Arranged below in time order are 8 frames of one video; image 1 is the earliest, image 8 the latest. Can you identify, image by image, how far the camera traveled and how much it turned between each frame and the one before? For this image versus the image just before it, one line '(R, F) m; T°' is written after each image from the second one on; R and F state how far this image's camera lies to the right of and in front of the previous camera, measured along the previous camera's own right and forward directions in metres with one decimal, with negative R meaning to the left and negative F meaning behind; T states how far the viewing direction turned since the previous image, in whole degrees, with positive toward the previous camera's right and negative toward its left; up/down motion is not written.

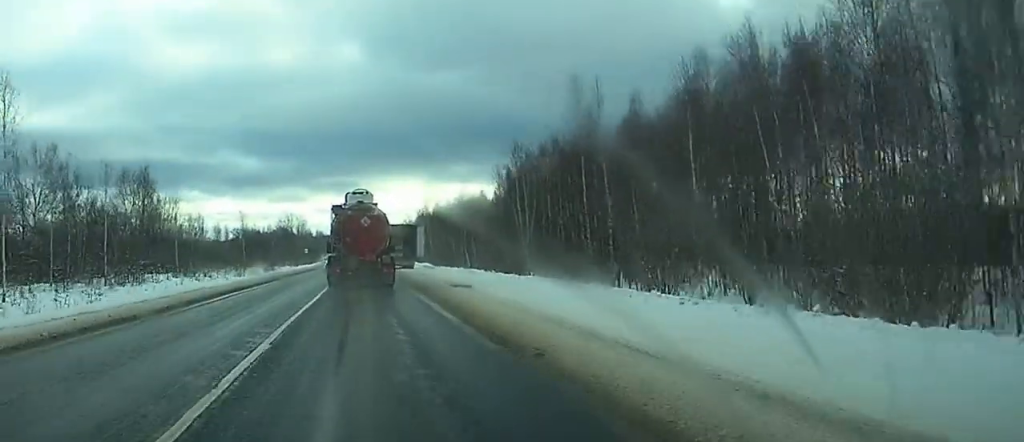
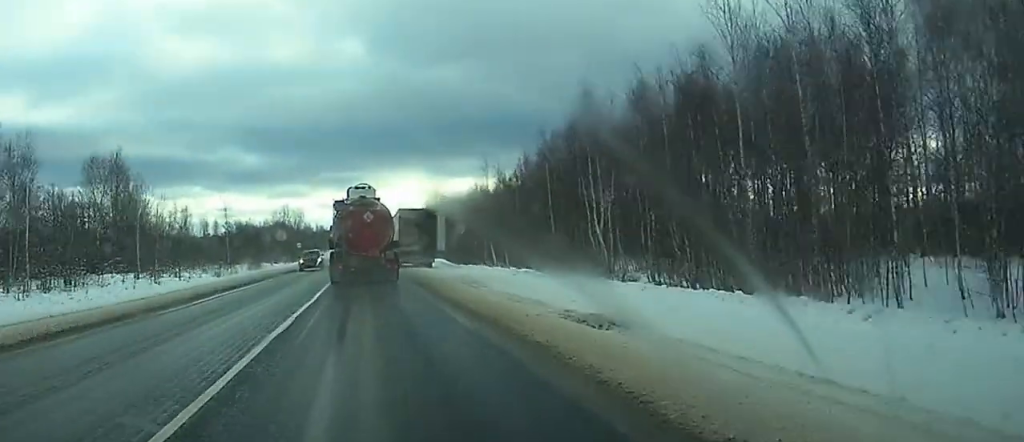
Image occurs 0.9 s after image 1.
(+0.1, +19.5) m; 0°
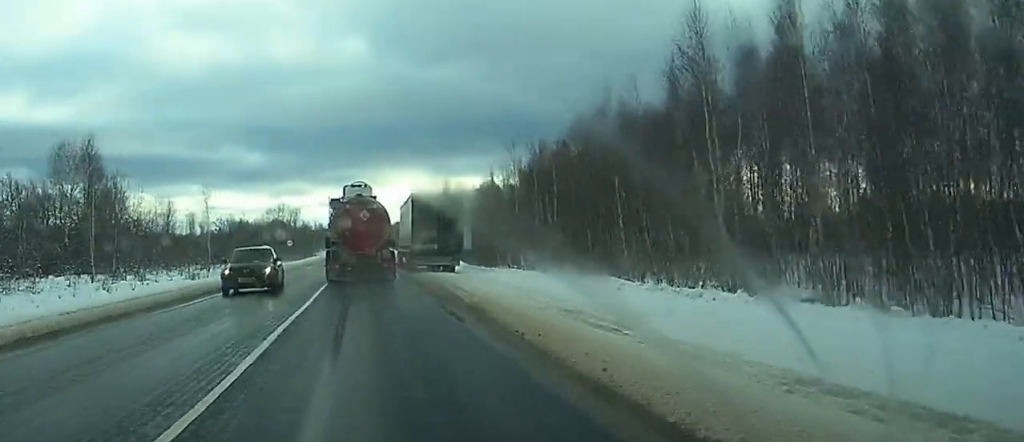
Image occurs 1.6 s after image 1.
(0.0, +15.2) m; 0°
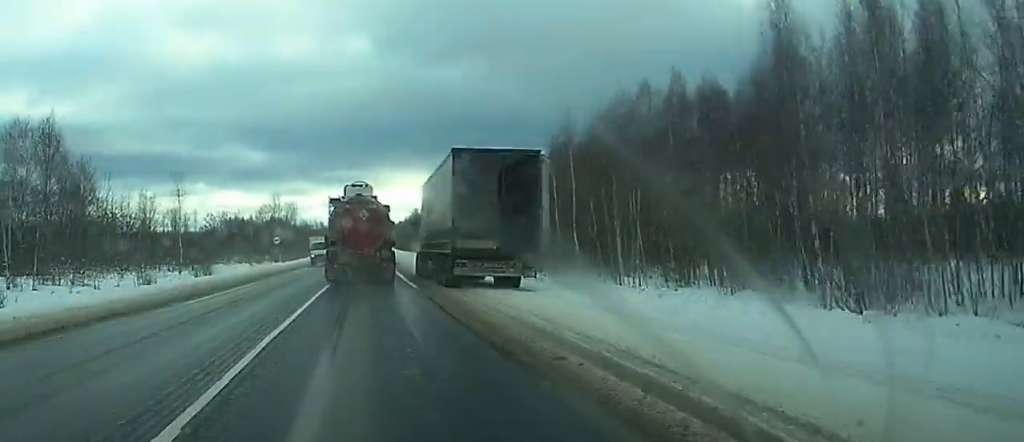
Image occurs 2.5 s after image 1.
(-0.1, +18.9) m; 0°
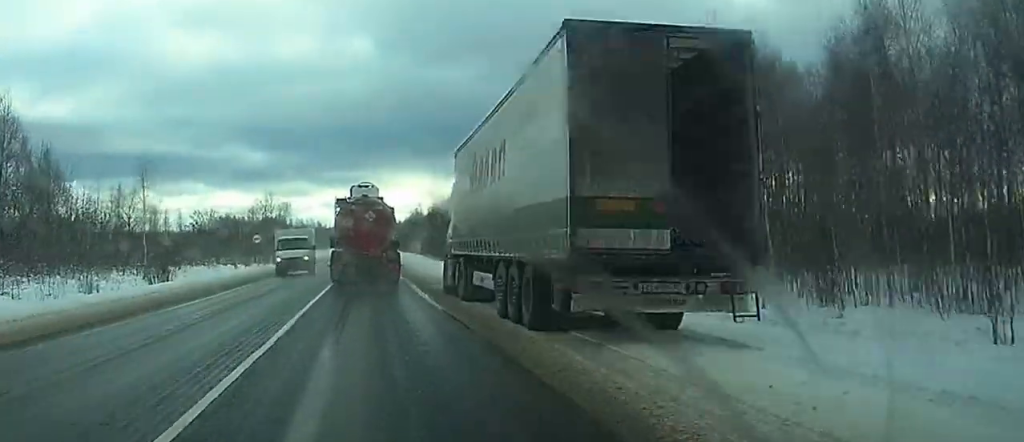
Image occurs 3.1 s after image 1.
(-0.1, +14.6) m; +1°
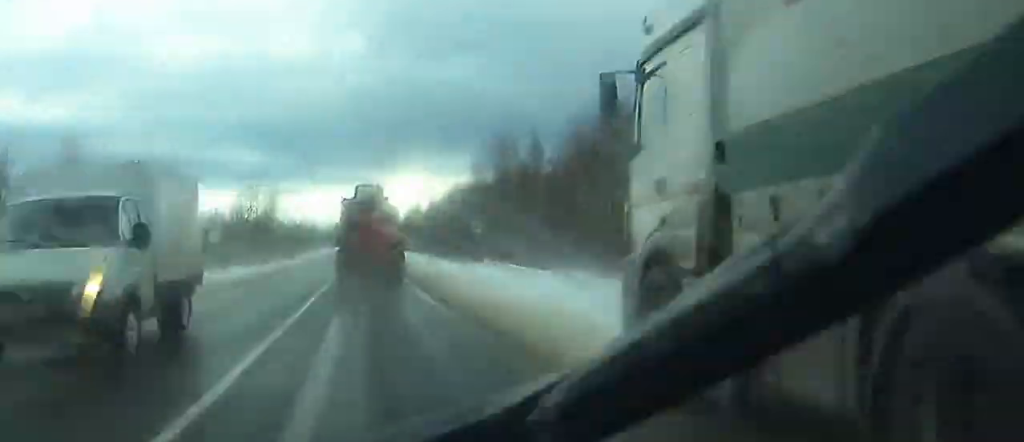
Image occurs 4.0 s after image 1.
(+0.3, +19.0) m; 0°
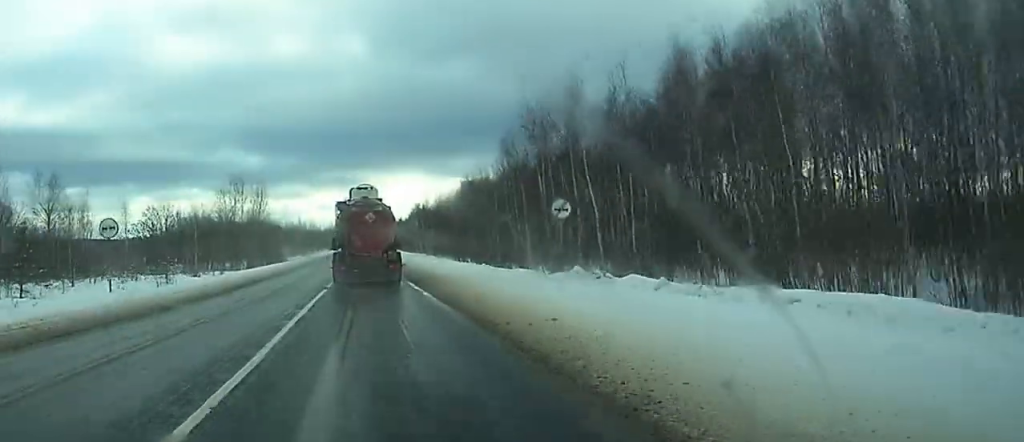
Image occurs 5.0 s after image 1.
(-0.3, +22.1) m; -1°
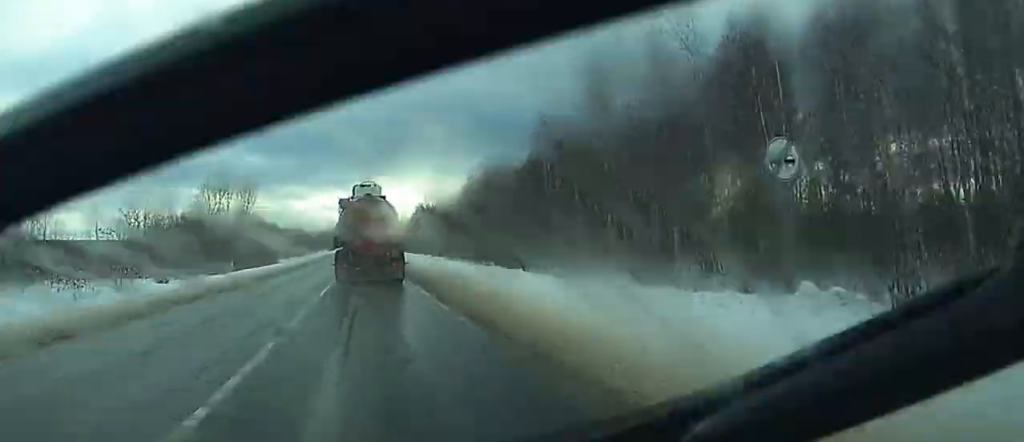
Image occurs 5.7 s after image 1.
(0.0, +16.4) m; 0°
